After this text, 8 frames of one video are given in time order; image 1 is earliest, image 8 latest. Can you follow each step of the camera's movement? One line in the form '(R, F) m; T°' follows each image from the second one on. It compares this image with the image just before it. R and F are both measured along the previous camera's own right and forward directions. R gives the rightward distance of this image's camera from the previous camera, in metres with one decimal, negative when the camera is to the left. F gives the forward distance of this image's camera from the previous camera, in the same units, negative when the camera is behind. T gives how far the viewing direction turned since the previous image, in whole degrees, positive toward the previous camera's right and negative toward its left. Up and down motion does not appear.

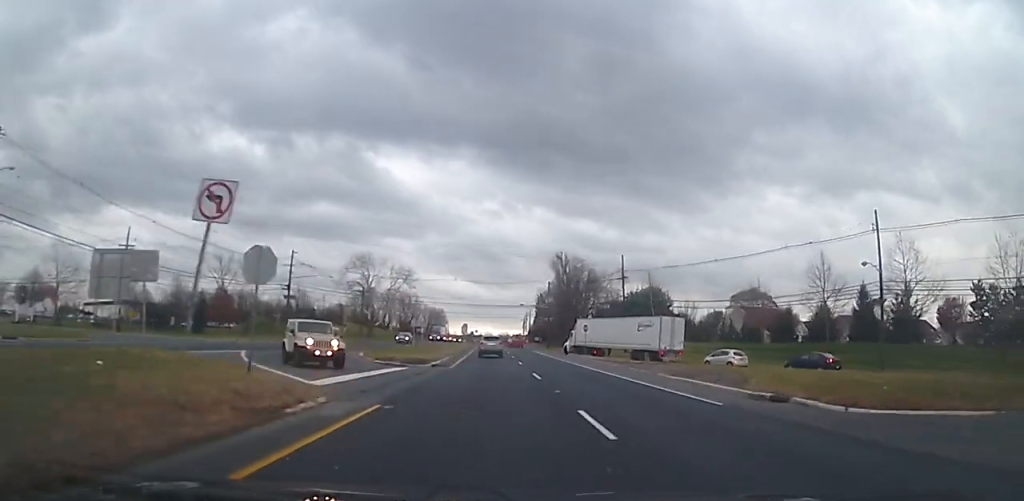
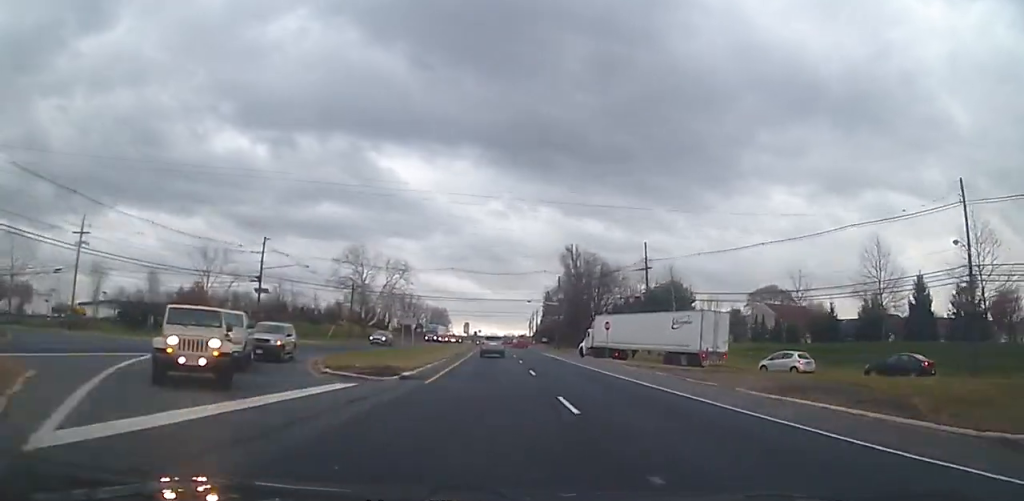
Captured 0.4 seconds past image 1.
(-0.1, +9.6) m; 0°
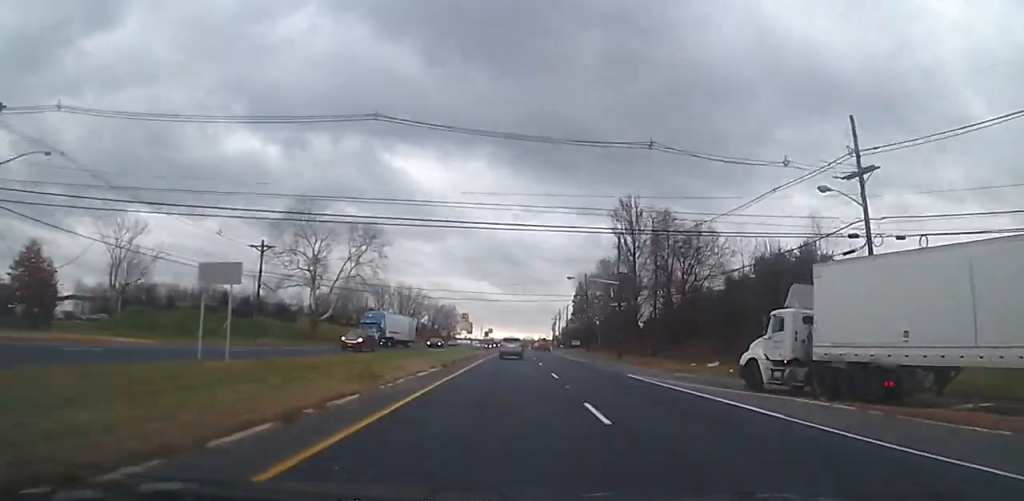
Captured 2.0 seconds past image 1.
(+0.2, +37.6) m; 0°
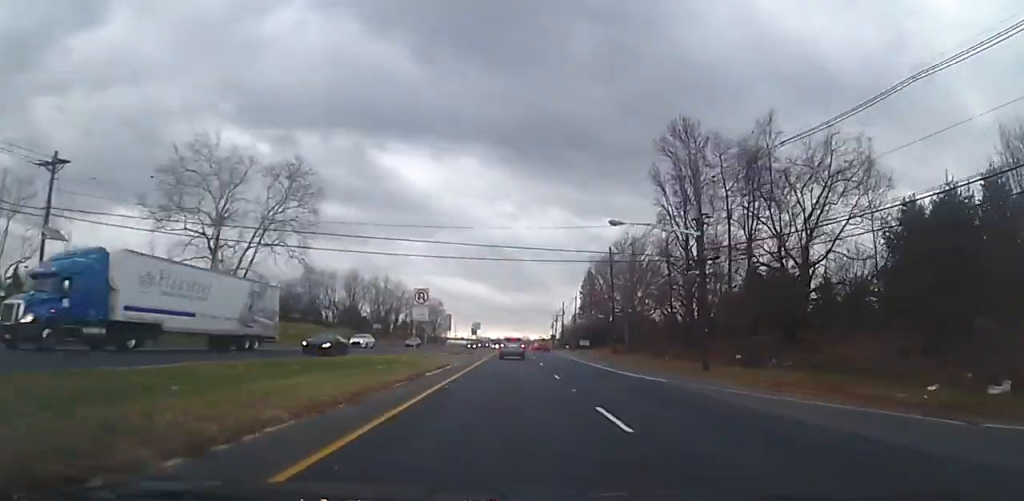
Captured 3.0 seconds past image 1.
(-0.2, +25.3) m; 0°
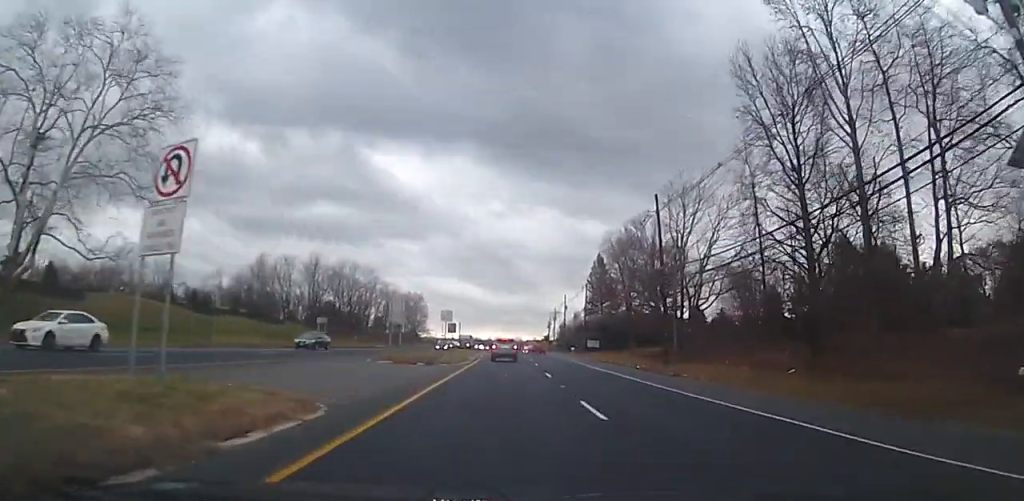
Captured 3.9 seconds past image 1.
(+0.1, +23.1) m; +1°
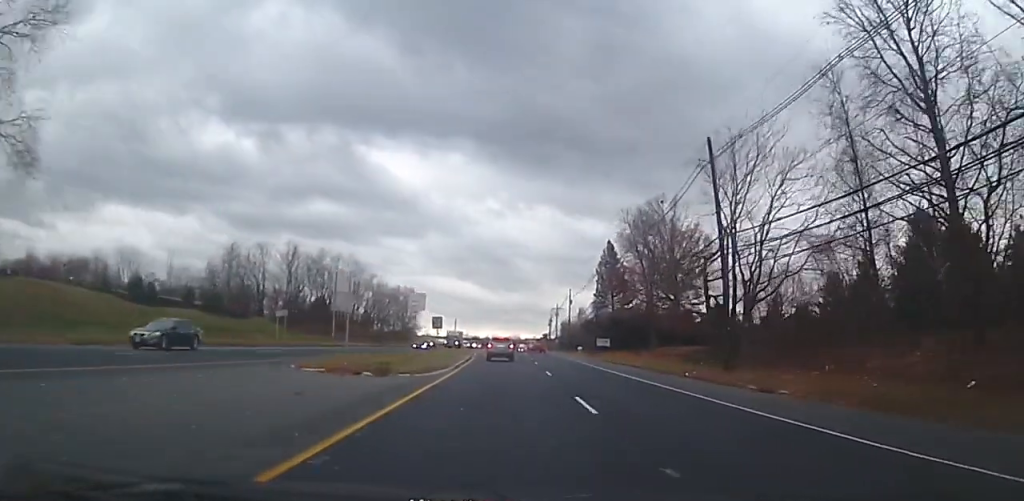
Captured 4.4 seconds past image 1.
(+0.1, +11.6) m; 0°
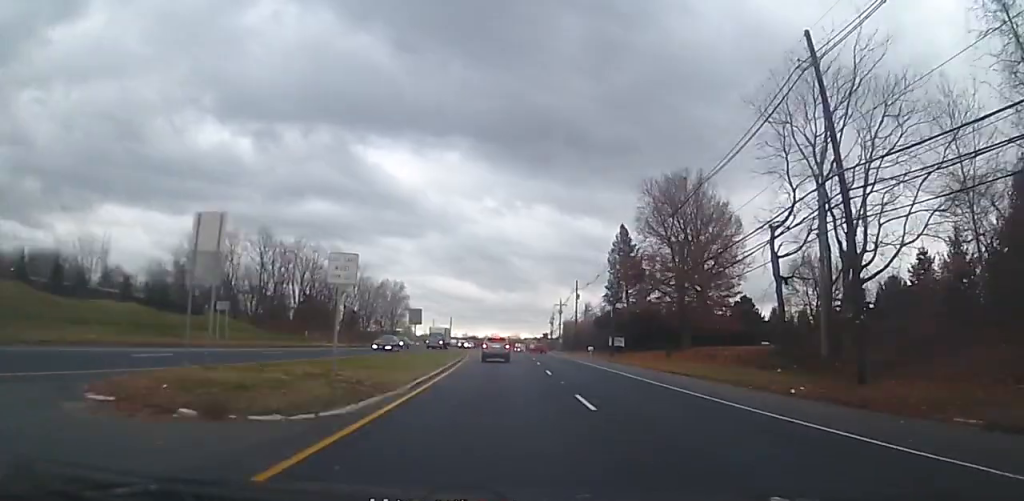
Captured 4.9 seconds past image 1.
(0.0, +11.5) m; 0°
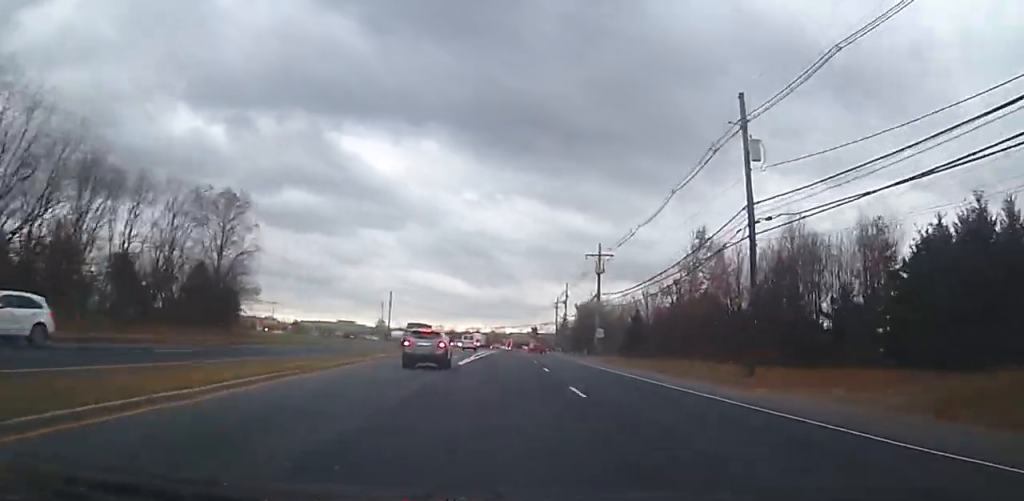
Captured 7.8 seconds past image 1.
(+0.8, +70.9) m; +1°
